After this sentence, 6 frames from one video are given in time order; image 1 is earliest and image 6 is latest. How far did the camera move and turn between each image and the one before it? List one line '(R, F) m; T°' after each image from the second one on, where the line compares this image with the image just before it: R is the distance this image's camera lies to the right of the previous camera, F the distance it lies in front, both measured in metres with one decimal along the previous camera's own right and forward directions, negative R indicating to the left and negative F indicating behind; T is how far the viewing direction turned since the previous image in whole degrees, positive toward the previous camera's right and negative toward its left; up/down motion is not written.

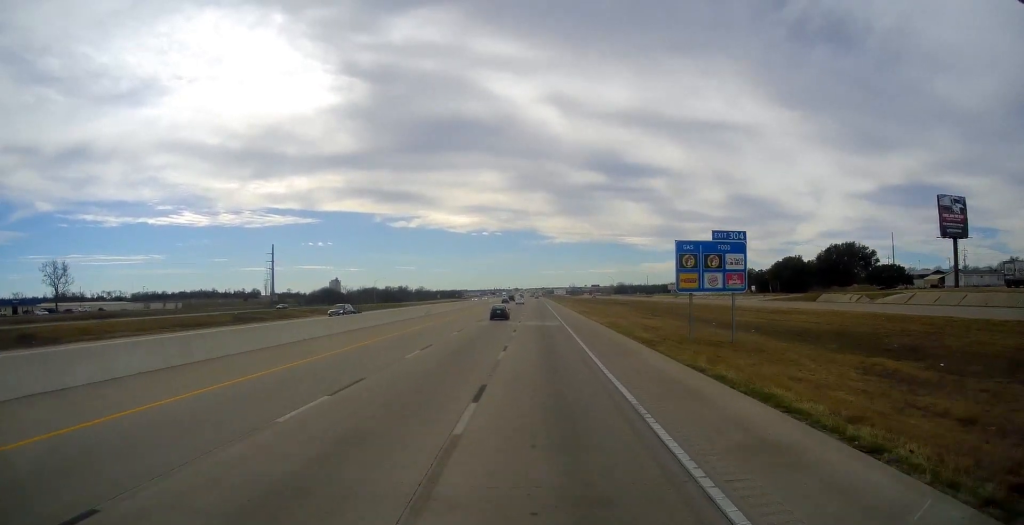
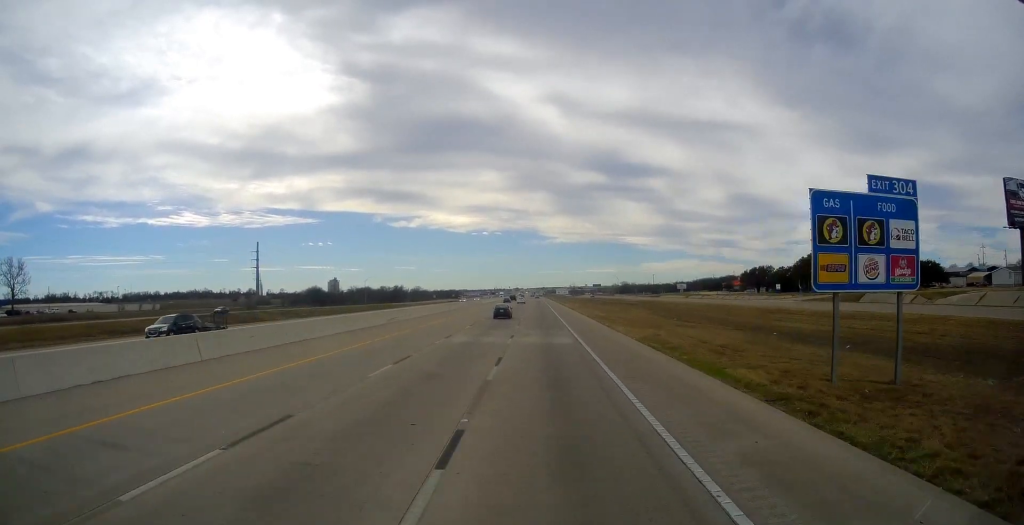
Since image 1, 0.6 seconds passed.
(0.0, +17.6) m; 0°
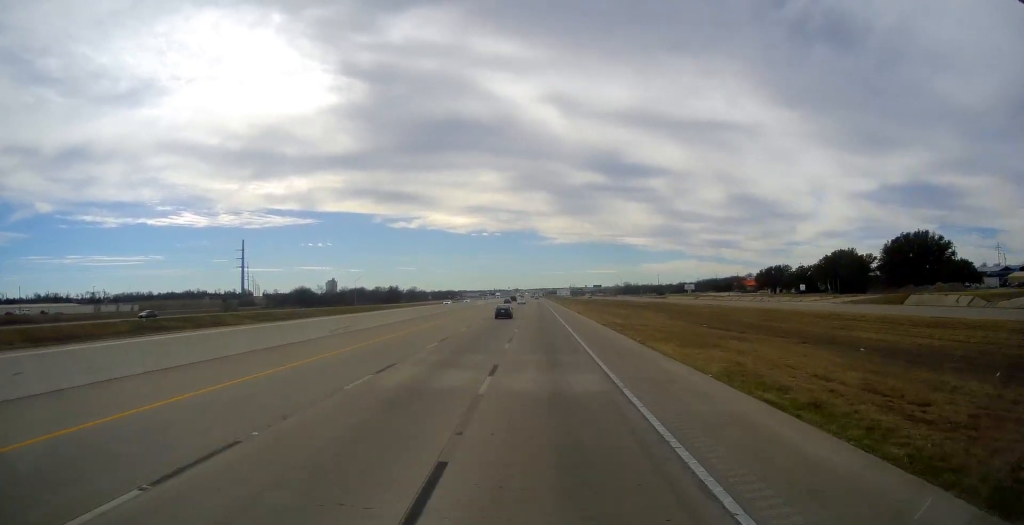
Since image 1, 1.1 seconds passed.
(+0.2, +14.7) m; +1°
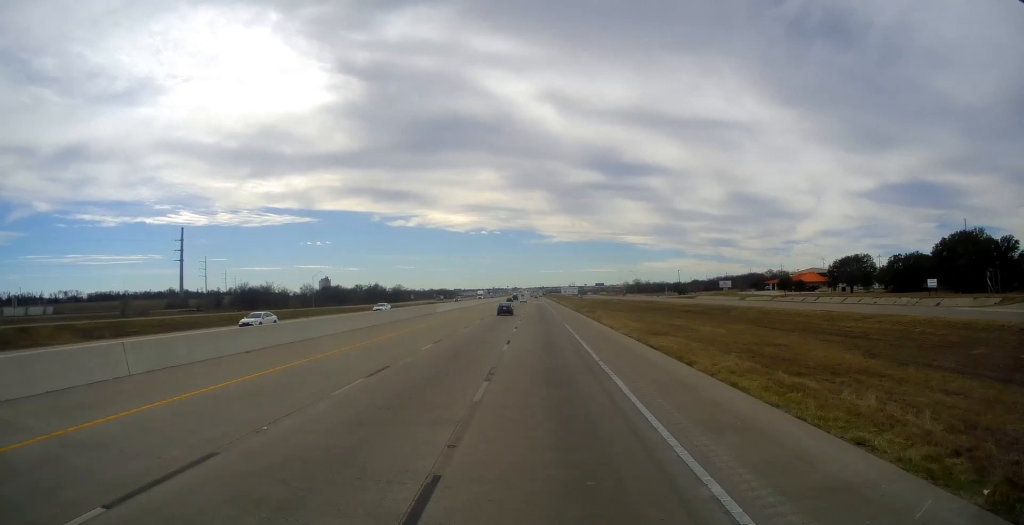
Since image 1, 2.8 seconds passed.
(+0.2, +49.9) m; 0°
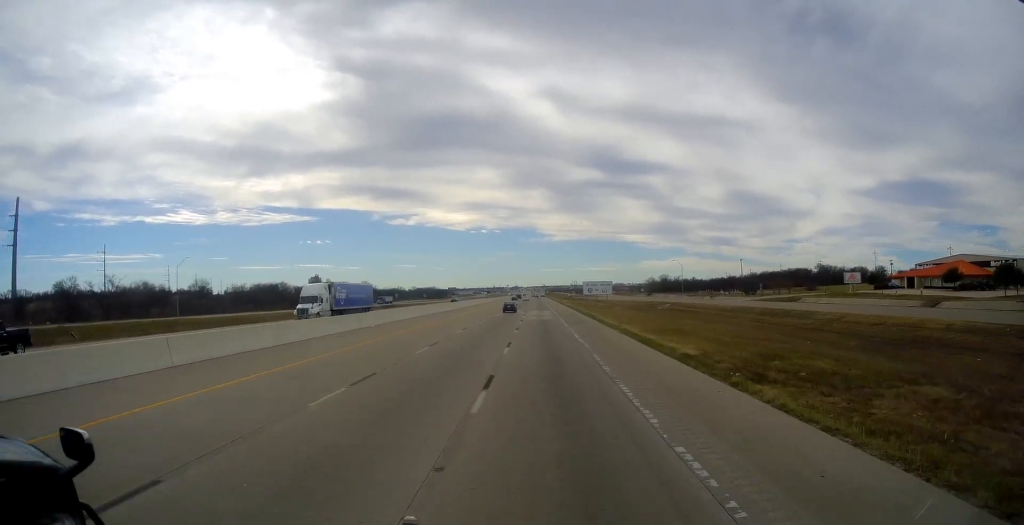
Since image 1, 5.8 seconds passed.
(-0.2, +87.0) m; 0°
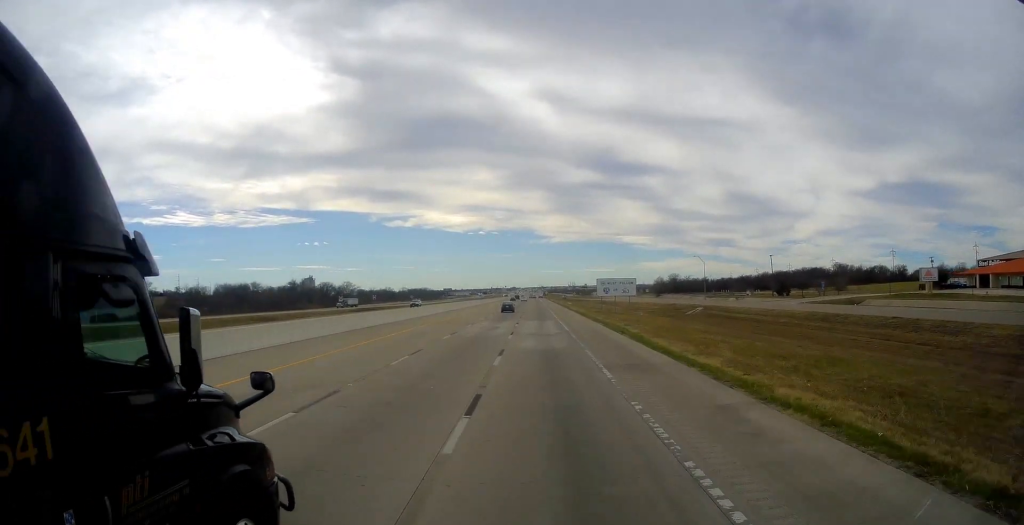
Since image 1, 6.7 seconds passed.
(0.0, +28.4) m; 0°
